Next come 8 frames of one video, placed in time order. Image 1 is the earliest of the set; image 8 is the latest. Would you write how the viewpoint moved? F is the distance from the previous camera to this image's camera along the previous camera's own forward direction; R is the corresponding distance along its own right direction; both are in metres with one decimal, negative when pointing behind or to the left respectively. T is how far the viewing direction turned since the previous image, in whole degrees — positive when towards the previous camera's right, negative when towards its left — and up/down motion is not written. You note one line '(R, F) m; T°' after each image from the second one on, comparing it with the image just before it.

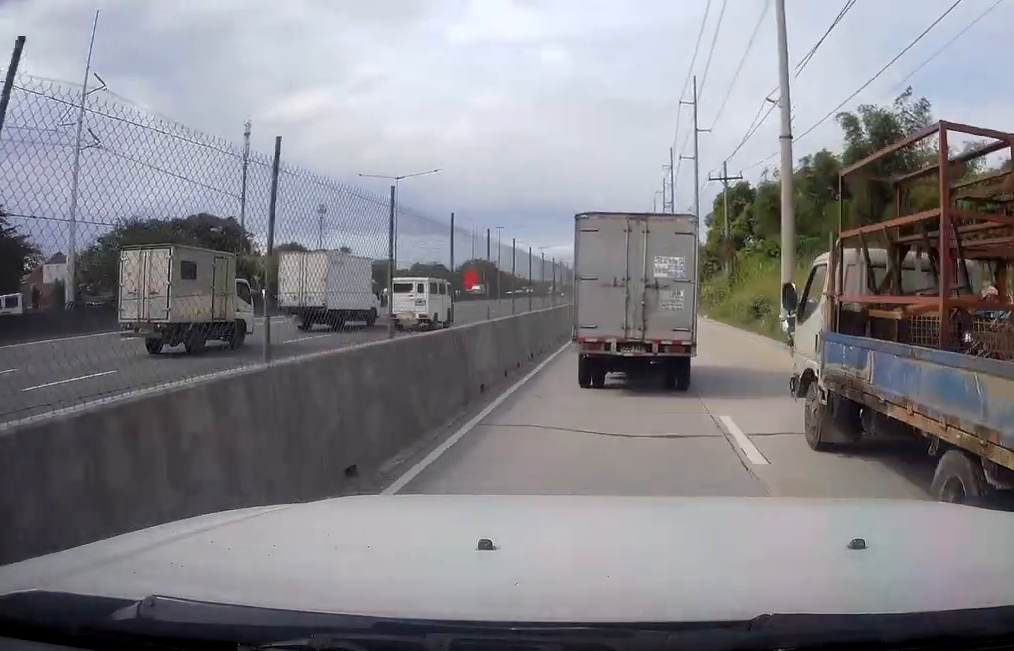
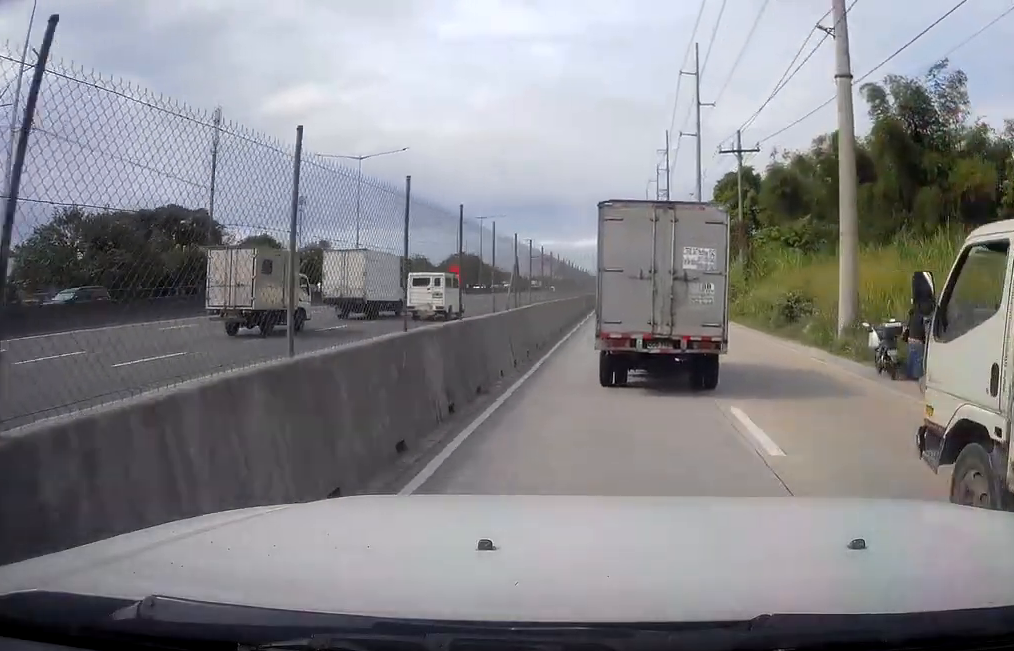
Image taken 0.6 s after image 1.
(-0.2, +8.8) m; -1°
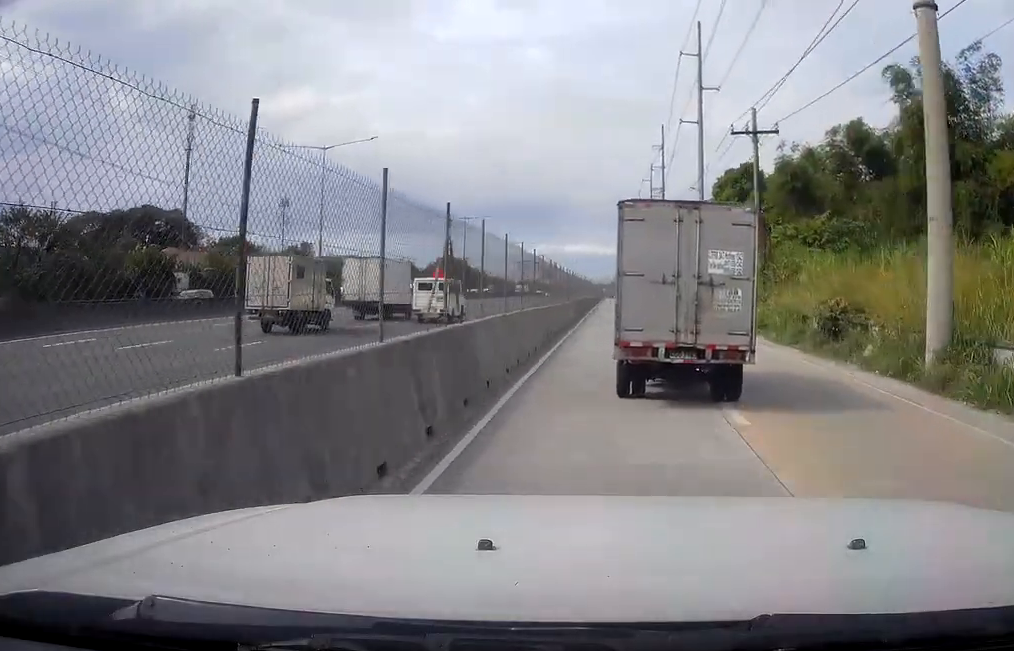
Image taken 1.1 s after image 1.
(+0.1, +7.0) m; -1°
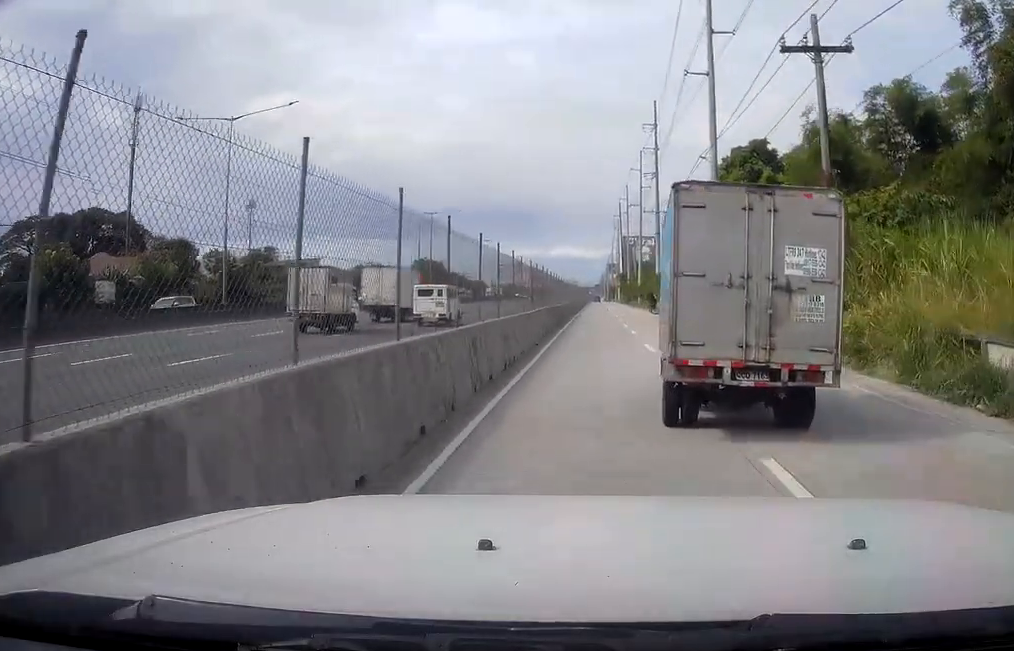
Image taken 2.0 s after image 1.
(0.0, +13.4) m; 0°
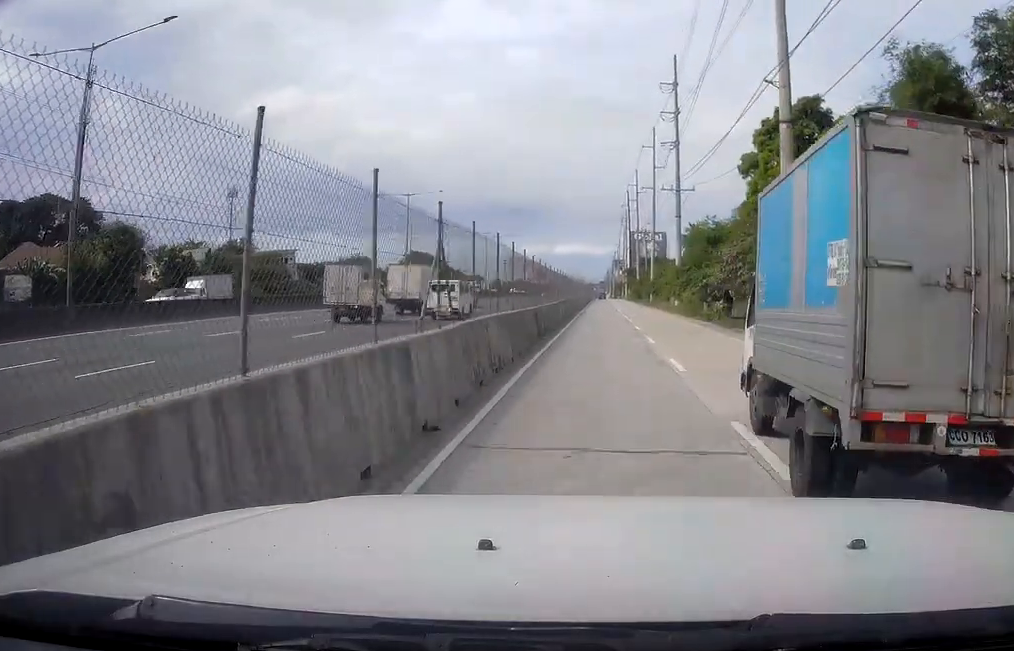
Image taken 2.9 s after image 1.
(-0.2, +14.8) m; +2°
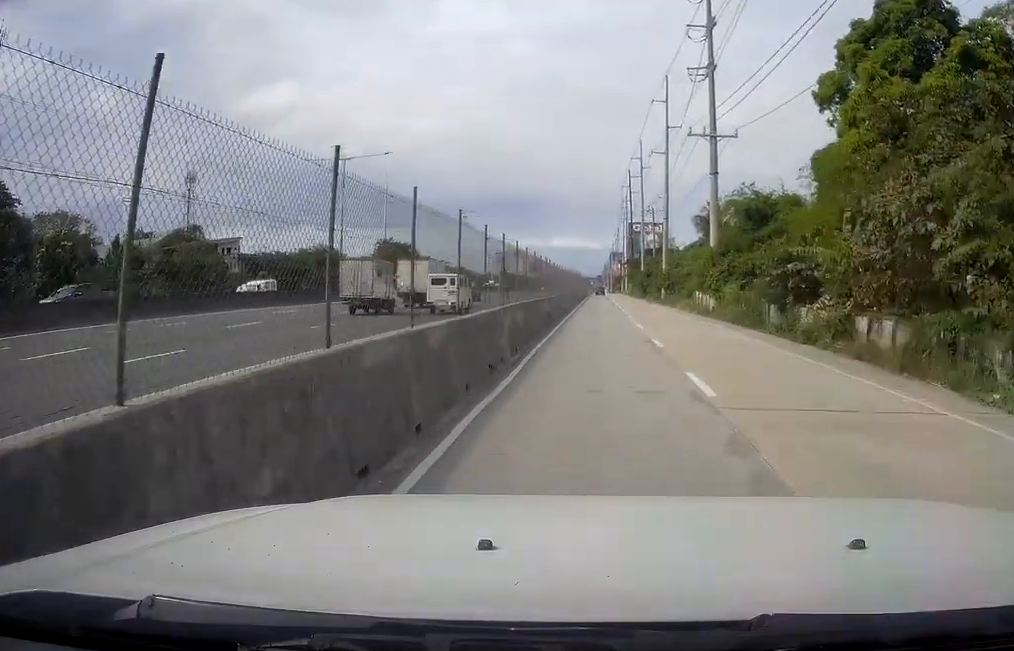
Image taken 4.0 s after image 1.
(+1.1, +19.9) m; +3°
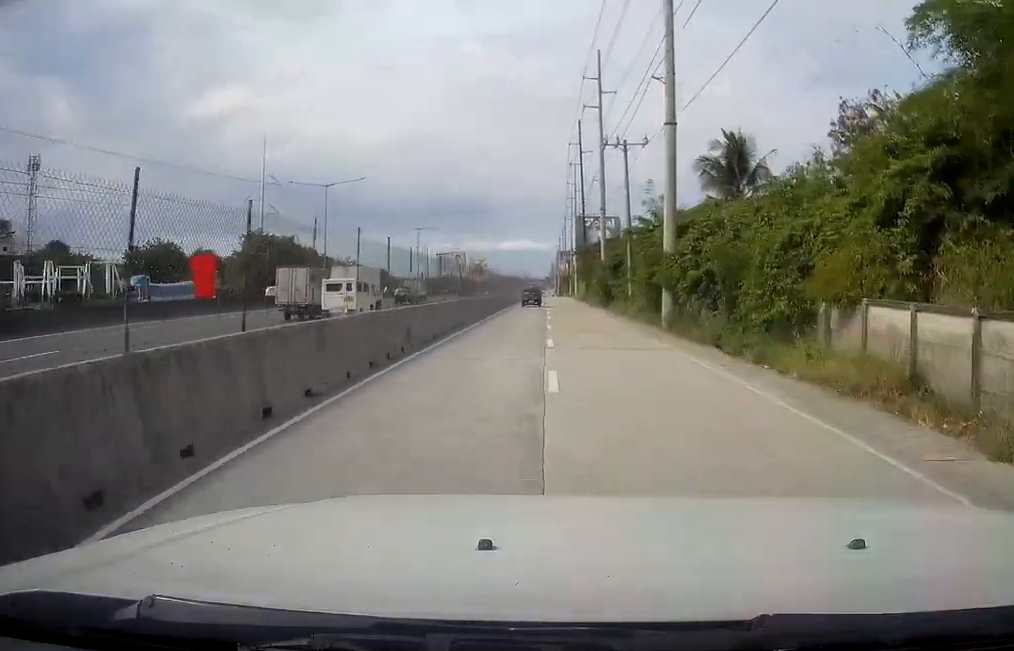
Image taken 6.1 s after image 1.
(-0.6, +43.3) m; -1°
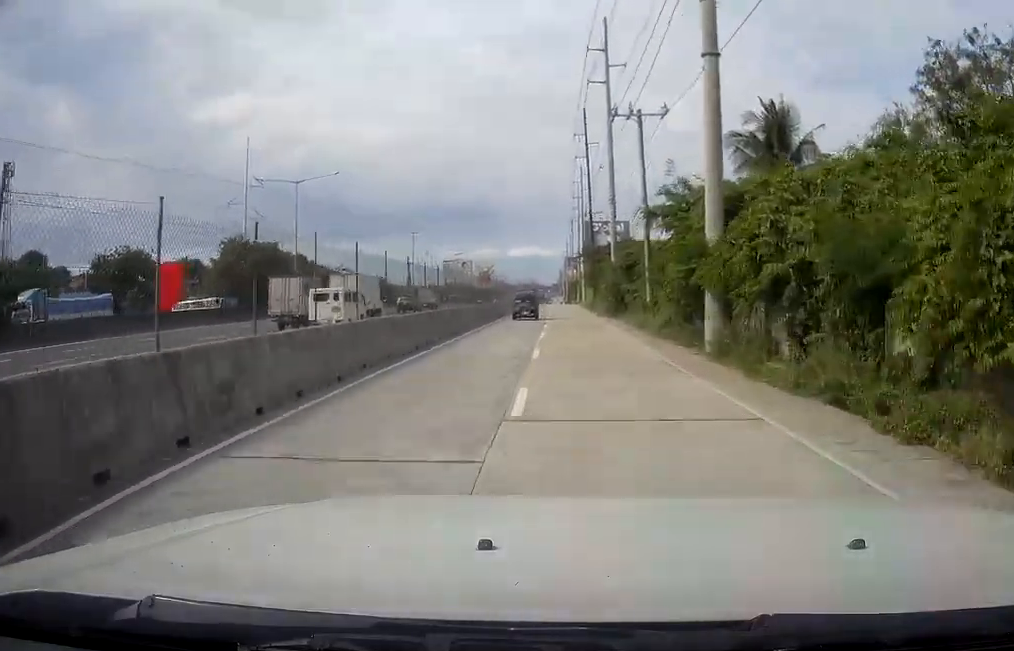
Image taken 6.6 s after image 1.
(+0.4, +10.4) m; 0°
